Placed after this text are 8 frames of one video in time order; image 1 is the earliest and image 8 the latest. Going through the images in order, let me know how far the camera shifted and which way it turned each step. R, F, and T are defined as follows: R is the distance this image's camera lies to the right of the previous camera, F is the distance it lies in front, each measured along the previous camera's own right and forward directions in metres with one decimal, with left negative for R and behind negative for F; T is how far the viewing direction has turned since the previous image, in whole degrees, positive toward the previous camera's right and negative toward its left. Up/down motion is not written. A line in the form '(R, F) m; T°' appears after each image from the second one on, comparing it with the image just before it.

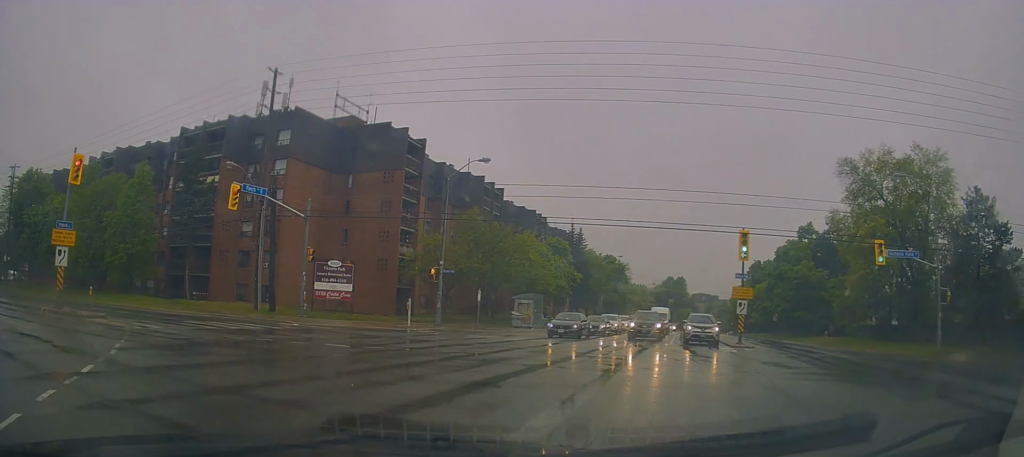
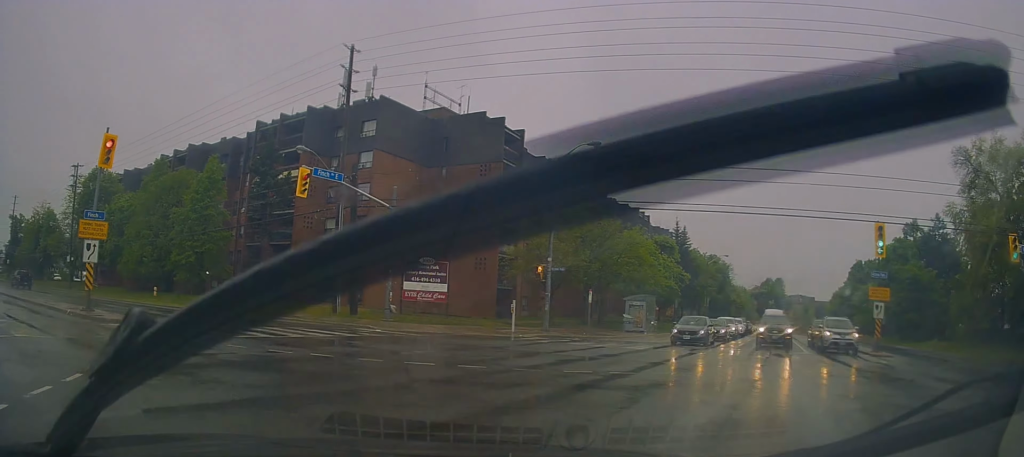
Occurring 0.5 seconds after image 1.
(0.0, +3.7) m; -11°
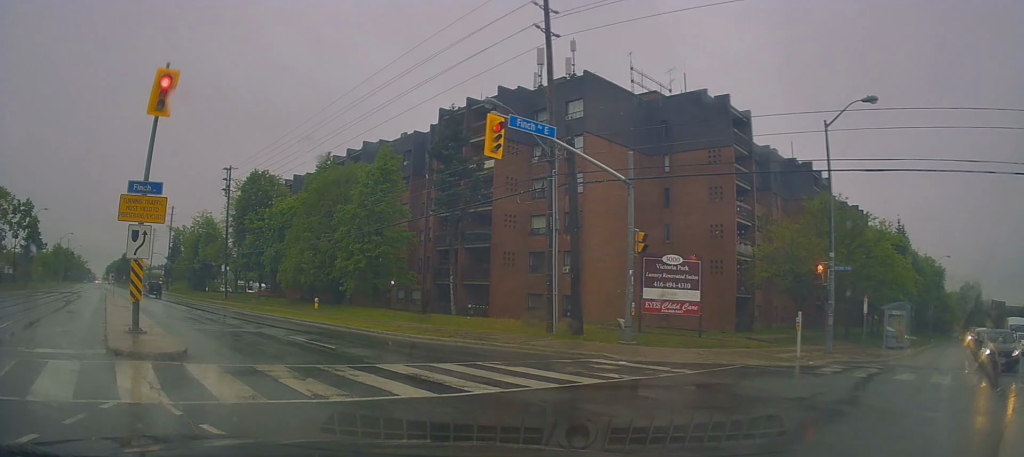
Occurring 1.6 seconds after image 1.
(-1.9, +8.3) m; -26°
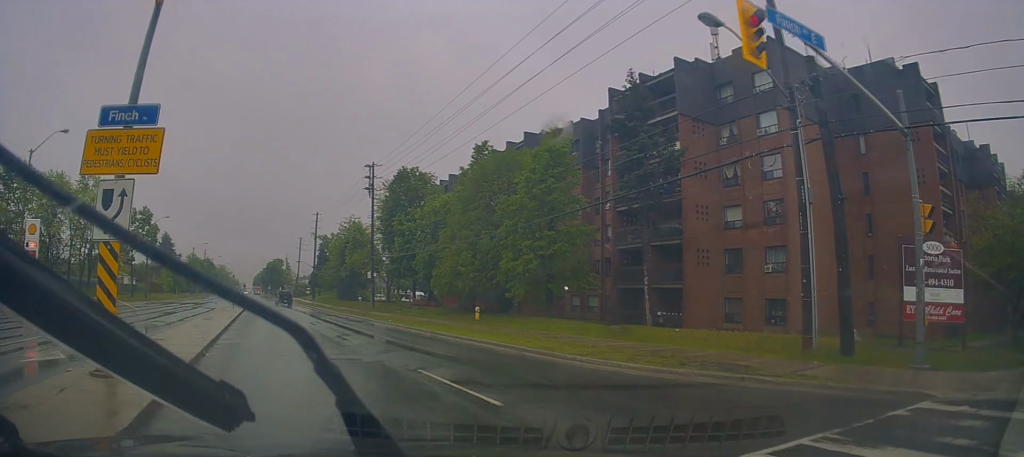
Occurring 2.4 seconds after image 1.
(-1.4, +7.1) m; -13°
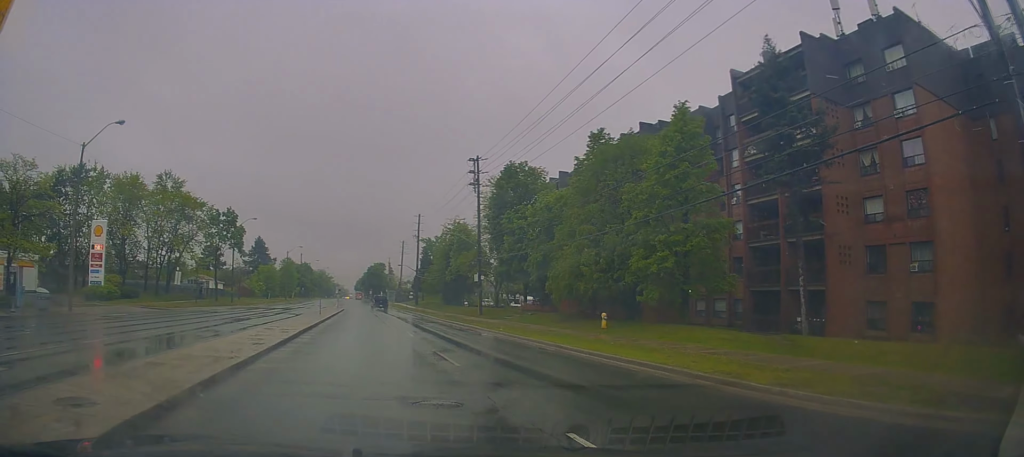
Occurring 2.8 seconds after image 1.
(-0.3, +4.9) m; -2°
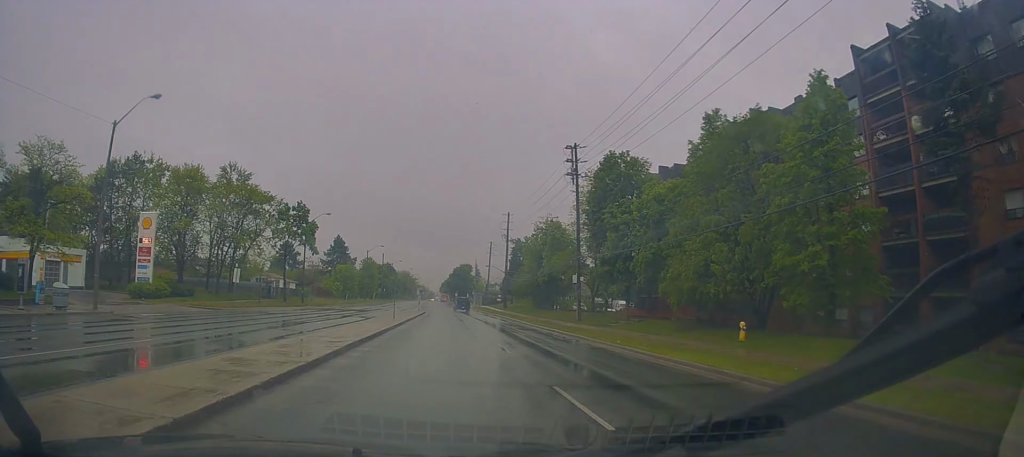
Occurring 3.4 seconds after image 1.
(-0.3, +5.9) m; -1°
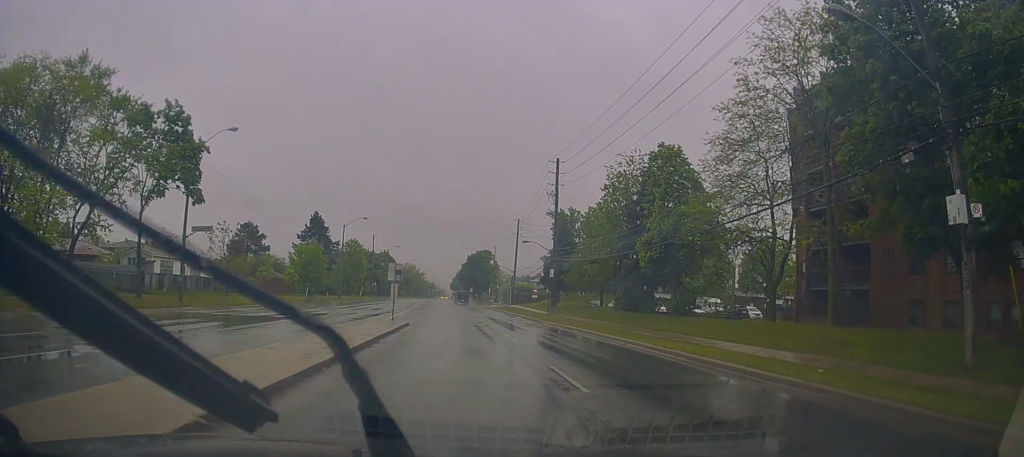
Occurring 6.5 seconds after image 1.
(-1.4, +38.2) m; -2°
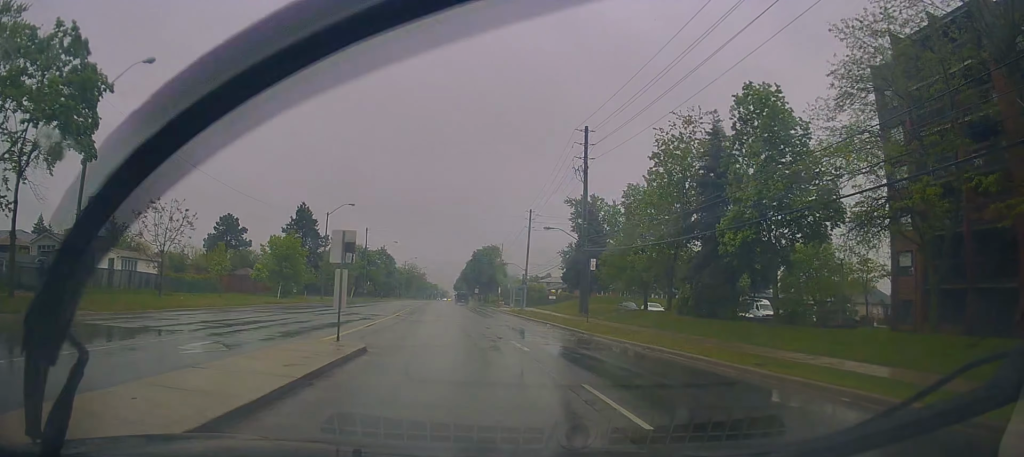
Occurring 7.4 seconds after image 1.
(+0.4, +12.8) m; 0°
